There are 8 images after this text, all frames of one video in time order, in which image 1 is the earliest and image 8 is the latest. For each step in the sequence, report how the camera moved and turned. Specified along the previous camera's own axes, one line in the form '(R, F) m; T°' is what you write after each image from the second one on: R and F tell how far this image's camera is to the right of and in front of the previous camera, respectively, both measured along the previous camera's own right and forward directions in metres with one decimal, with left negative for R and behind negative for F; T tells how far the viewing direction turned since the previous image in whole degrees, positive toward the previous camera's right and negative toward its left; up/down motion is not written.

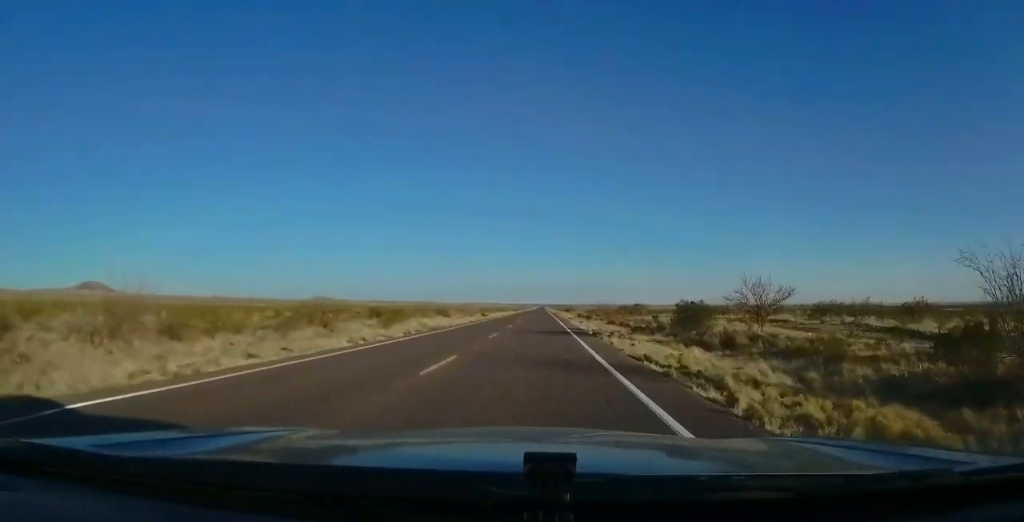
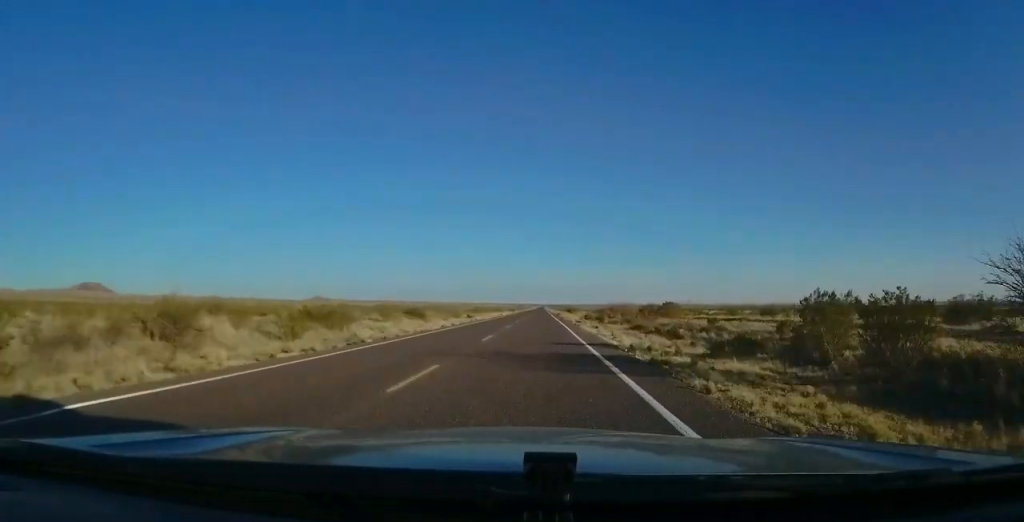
(+0.4, +14.6) m; +1°
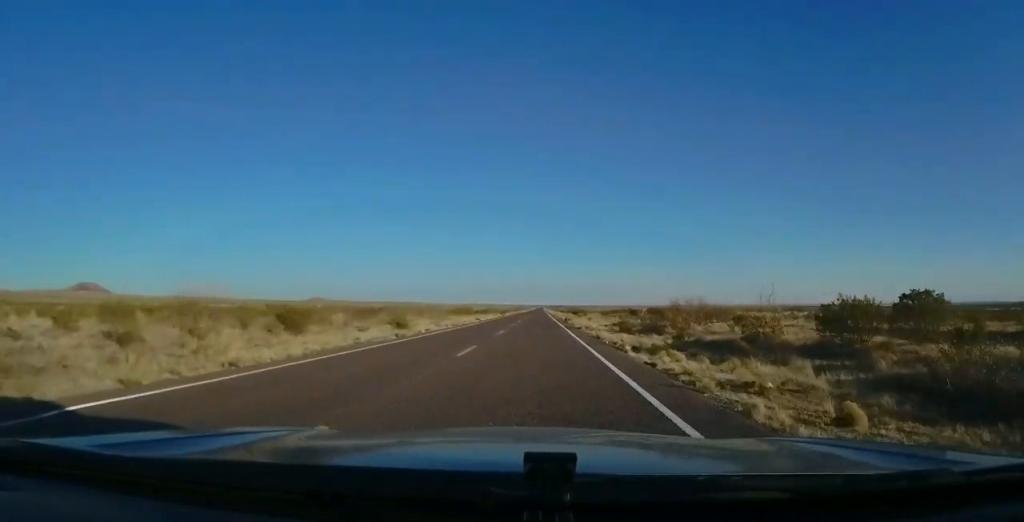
(+0.6, +30.2) m; +1°
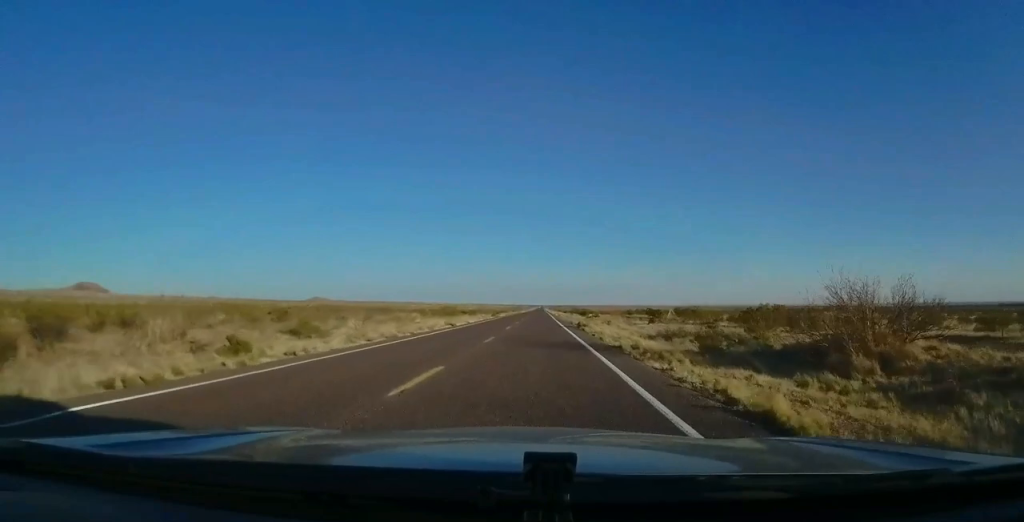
(0.0, +18.5) m; 0°
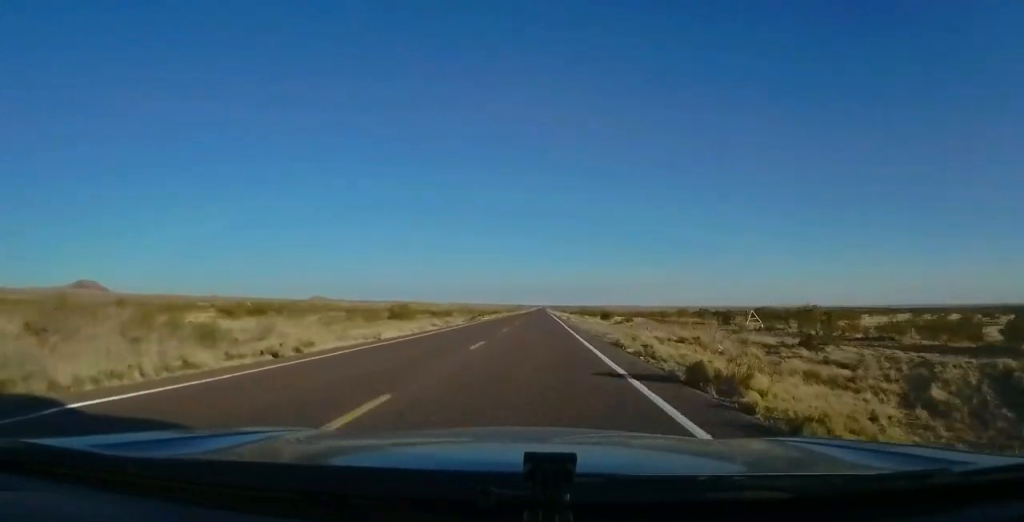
(+0.3, +28.3) m; 0°
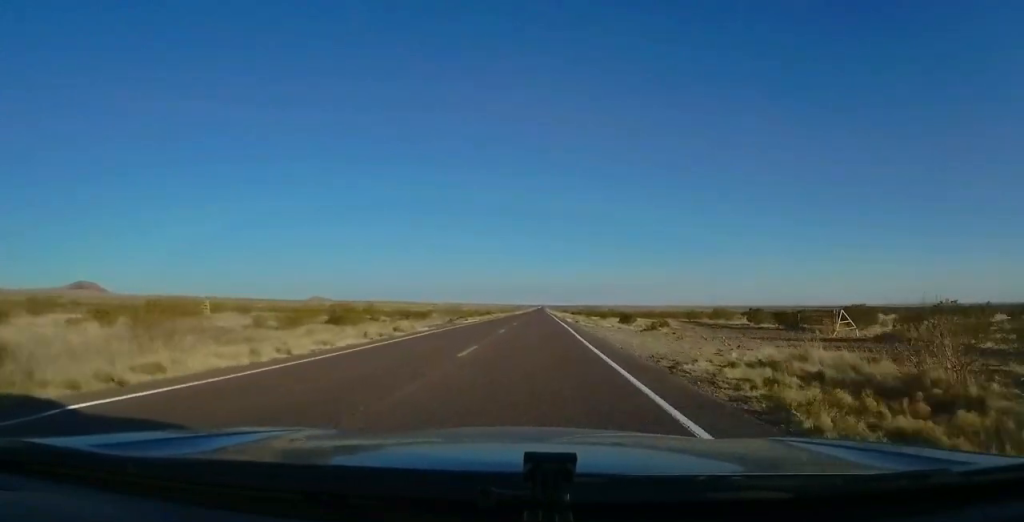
(-0.2, +14.6) m; -1°
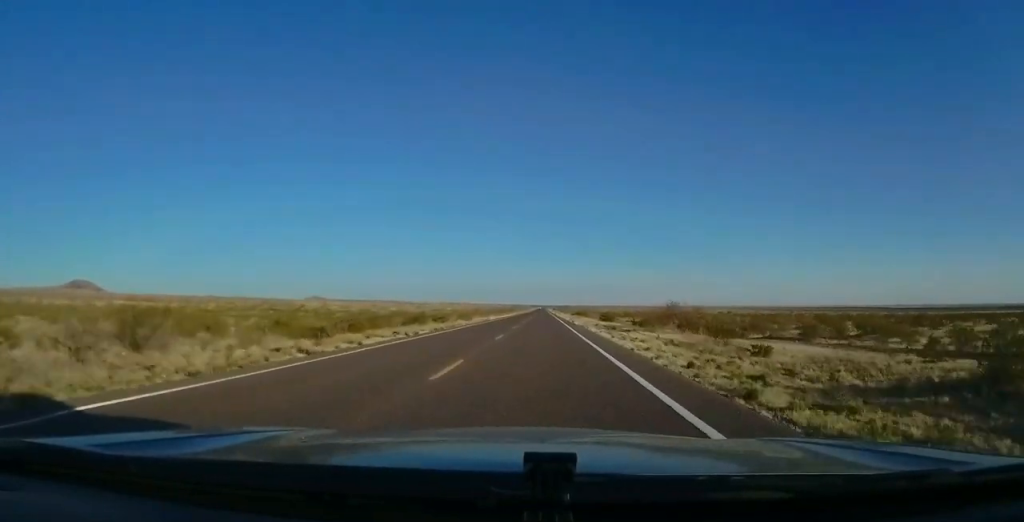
(-1.5, +65.4) m; -1°
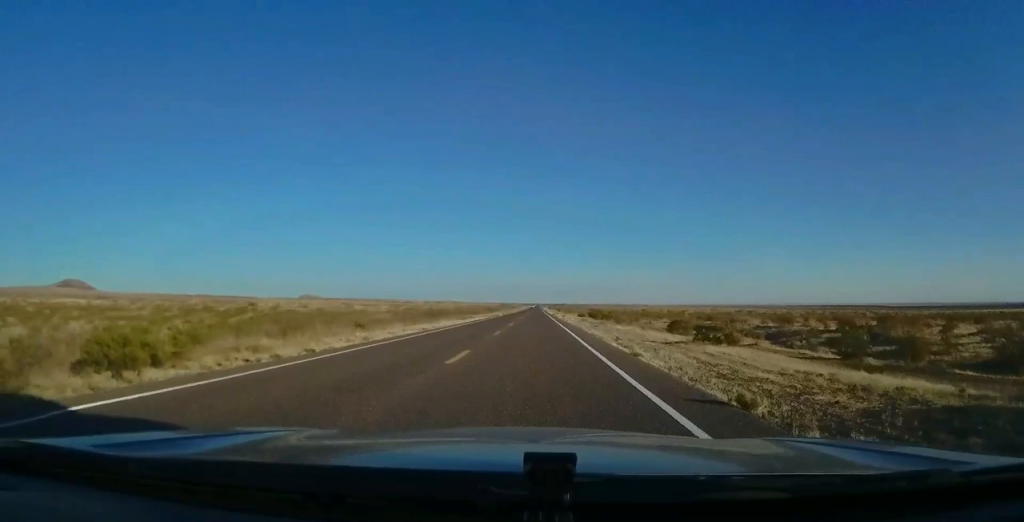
(+0.8, +46.1) m; +2°
